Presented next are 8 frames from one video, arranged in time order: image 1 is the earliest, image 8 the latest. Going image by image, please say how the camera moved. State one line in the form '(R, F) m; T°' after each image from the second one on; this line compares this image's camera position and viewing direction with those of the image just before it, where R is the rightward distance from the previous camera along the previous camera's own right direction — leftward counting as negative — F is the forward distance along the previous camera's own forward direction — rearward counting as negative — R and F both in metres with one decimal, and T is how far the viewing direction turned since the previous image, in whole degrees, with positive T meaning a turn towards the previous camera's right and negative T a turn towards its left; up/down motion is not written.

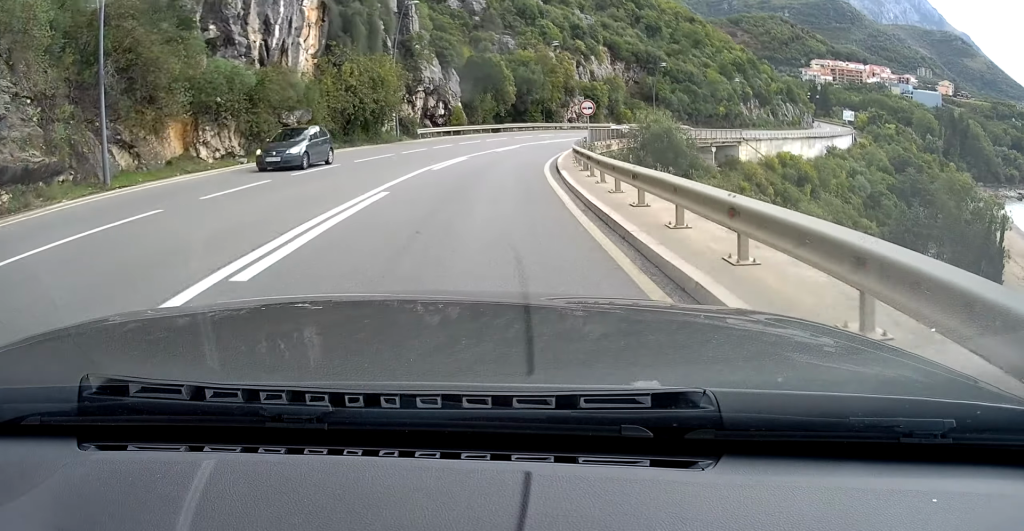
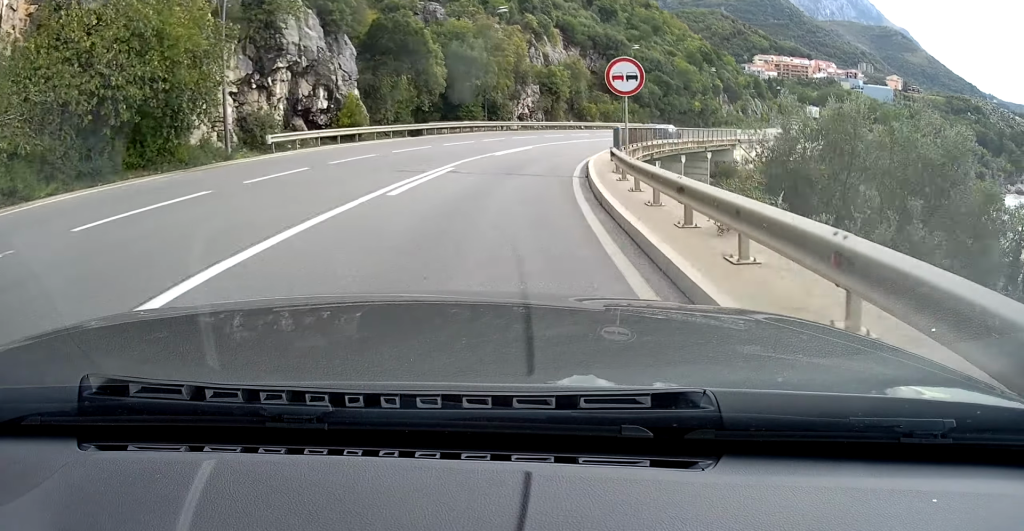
(+0.9, +22.0) m; +5°
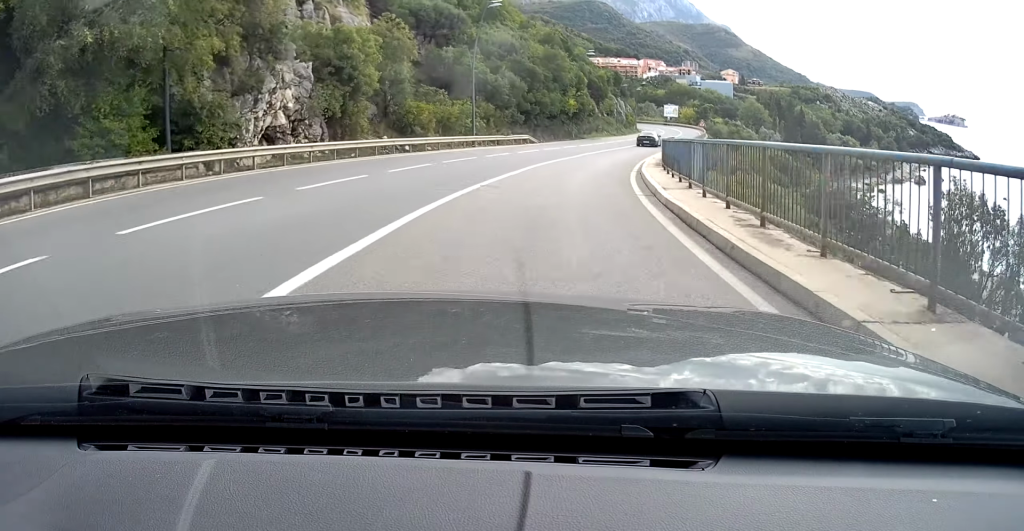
(+1.6, +33.6) m; +11°
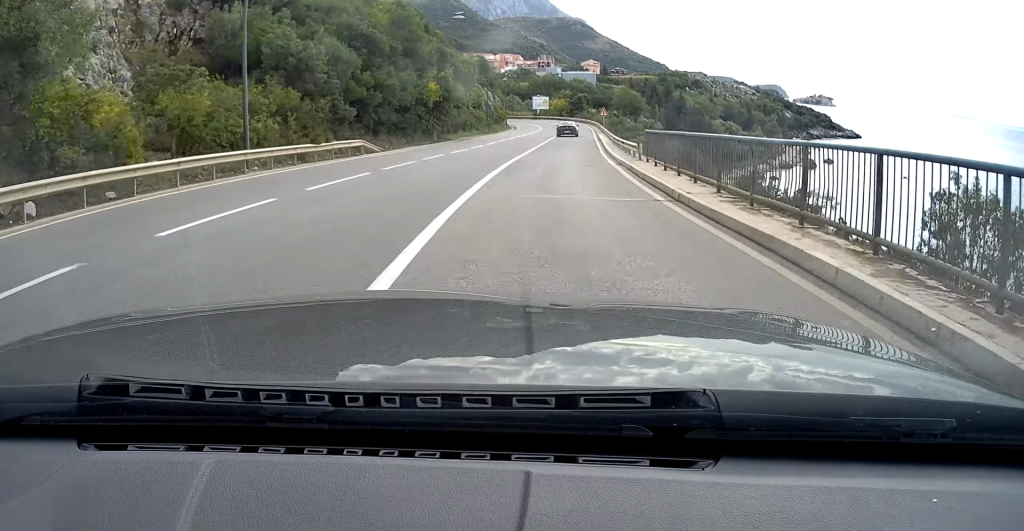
(+2.9, +23.6) m; +10°
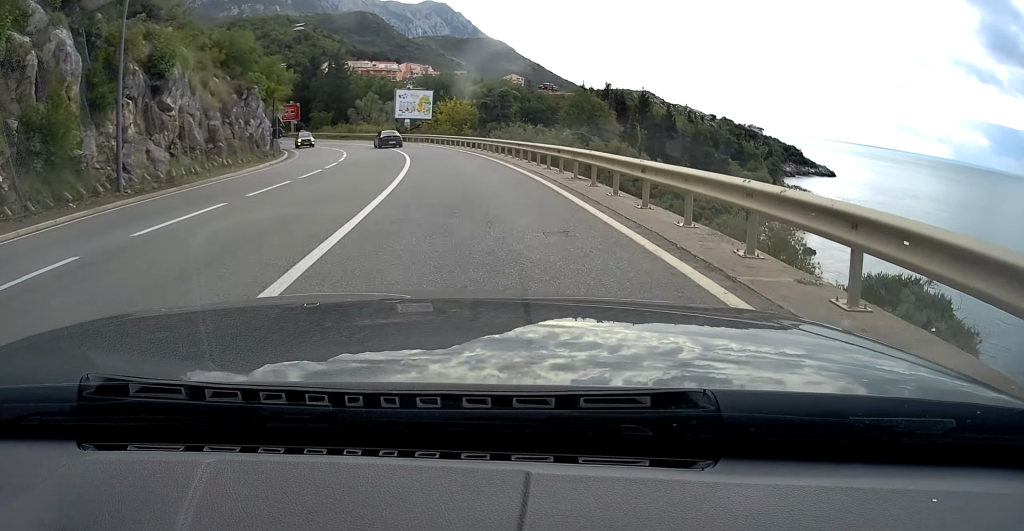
(+19.9, +90.7) m; +13°
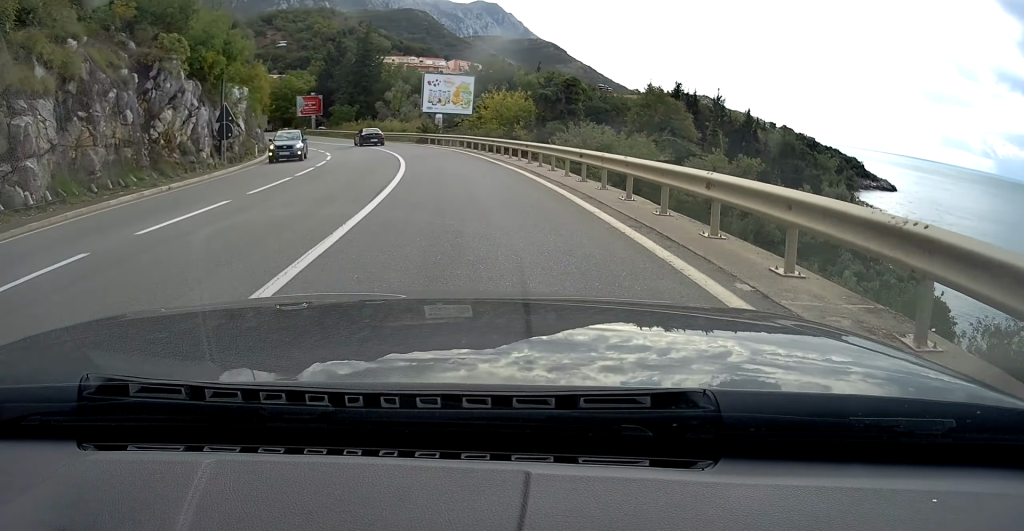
(-0.9, +17.9) m; -4°
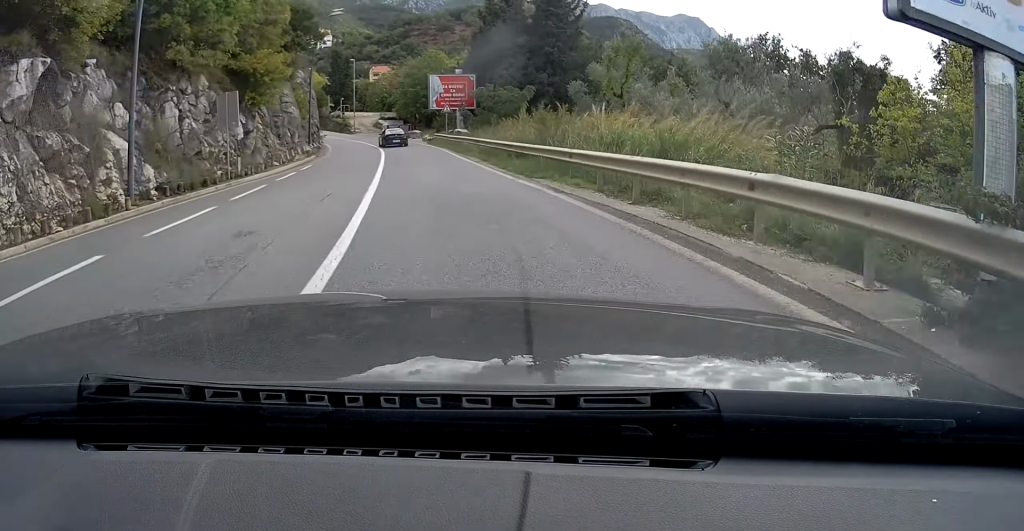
(-4.9, +47.2) m; -14°
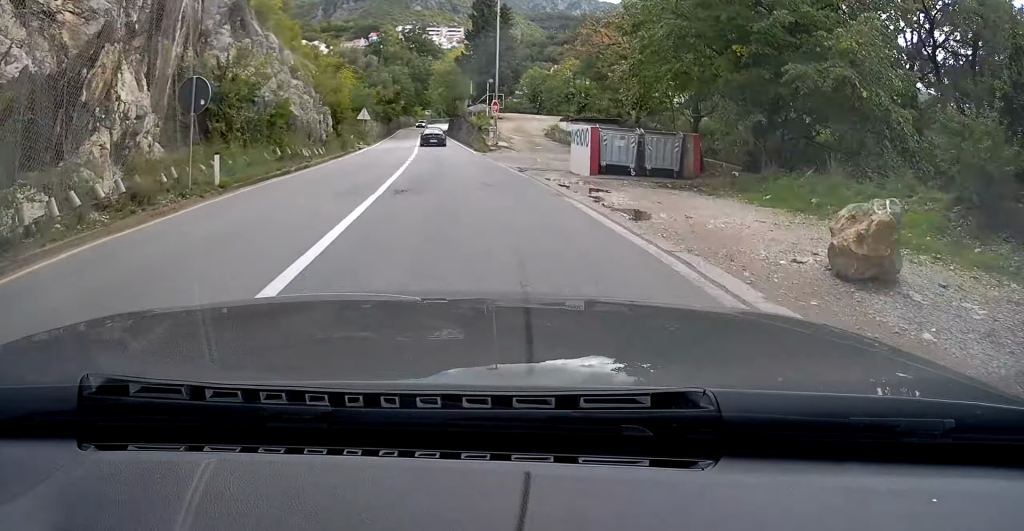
(-10.1, +61.8) m; -17°
